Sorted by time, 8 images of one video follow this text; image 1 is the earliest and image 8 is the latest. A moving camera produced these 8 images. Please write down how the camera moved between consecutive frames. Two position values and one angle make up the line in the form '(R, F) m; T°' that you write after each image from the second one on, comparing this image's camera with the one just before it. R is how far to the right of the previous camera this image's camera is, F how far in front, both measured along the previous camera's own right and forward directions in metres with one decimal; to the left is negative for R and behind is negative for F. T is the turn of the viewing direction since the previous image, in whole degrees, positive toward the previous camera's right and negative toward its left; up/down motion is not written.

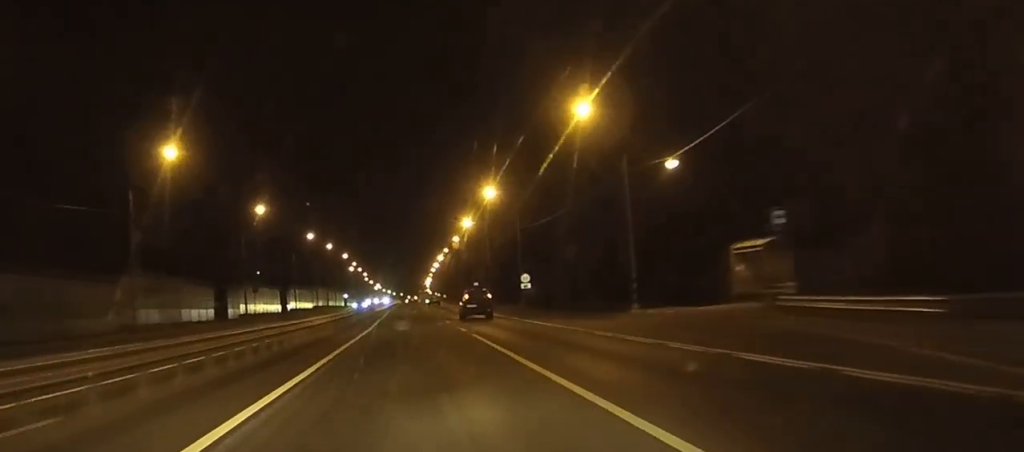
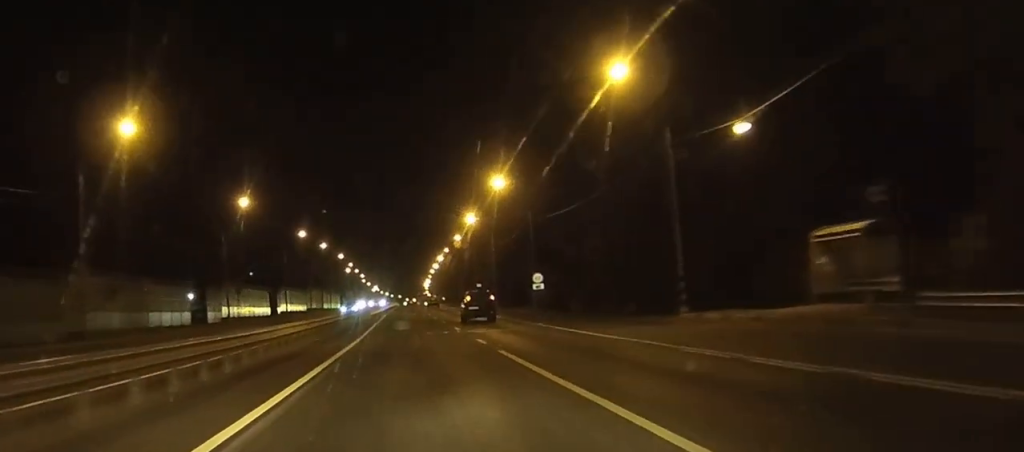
(+0.1, +8.3) m; 0°
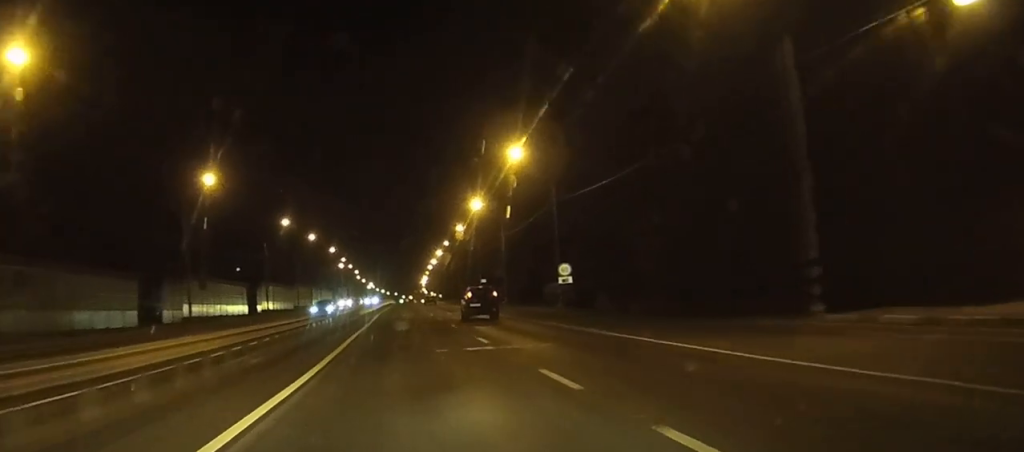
(+0.1, +13.4) m; 0°
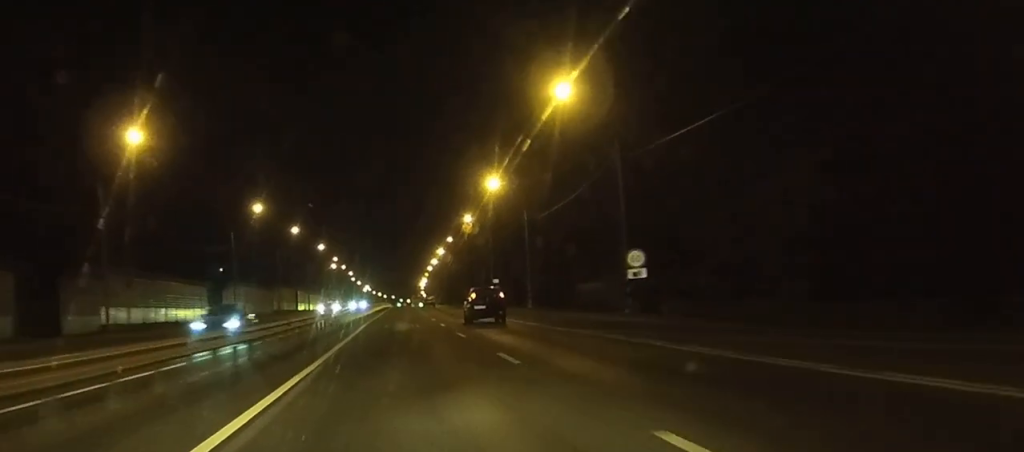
(+0.1, +18.7) m; +1°
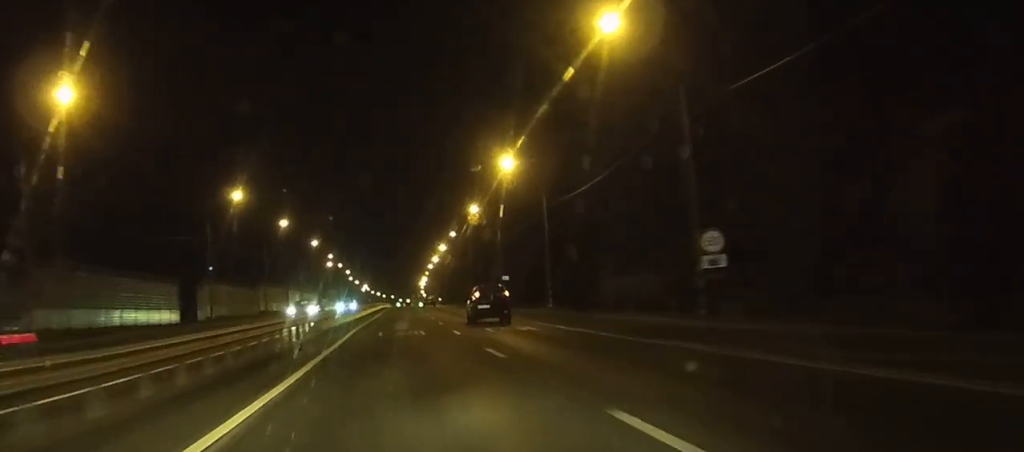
(+0.1, +10.4) m; 0°
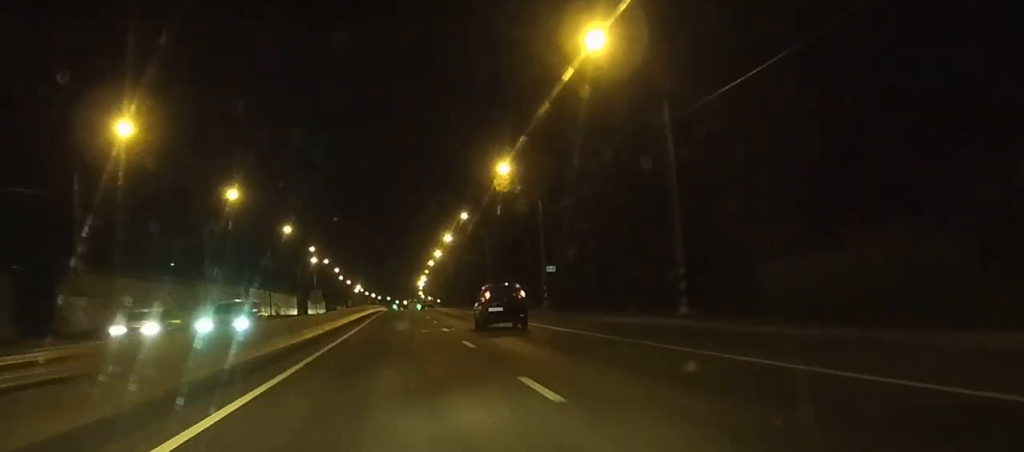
(+0.1, +30.7) m; 0°
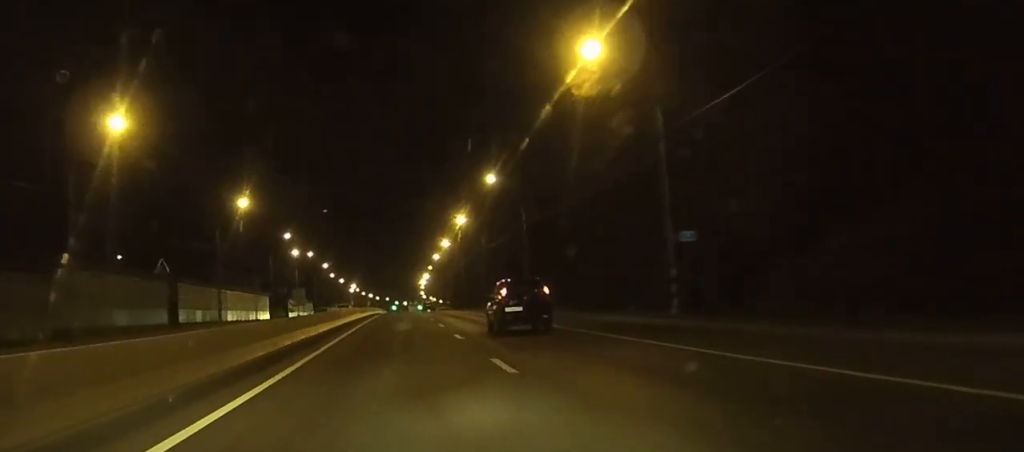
(-0.1, +31.5) m; 0°
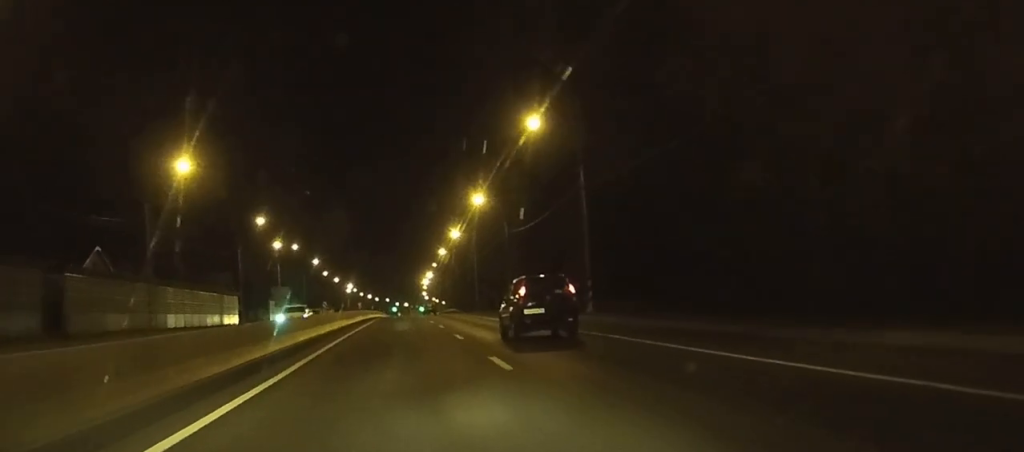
(0.0, +23.0) m; 0°
